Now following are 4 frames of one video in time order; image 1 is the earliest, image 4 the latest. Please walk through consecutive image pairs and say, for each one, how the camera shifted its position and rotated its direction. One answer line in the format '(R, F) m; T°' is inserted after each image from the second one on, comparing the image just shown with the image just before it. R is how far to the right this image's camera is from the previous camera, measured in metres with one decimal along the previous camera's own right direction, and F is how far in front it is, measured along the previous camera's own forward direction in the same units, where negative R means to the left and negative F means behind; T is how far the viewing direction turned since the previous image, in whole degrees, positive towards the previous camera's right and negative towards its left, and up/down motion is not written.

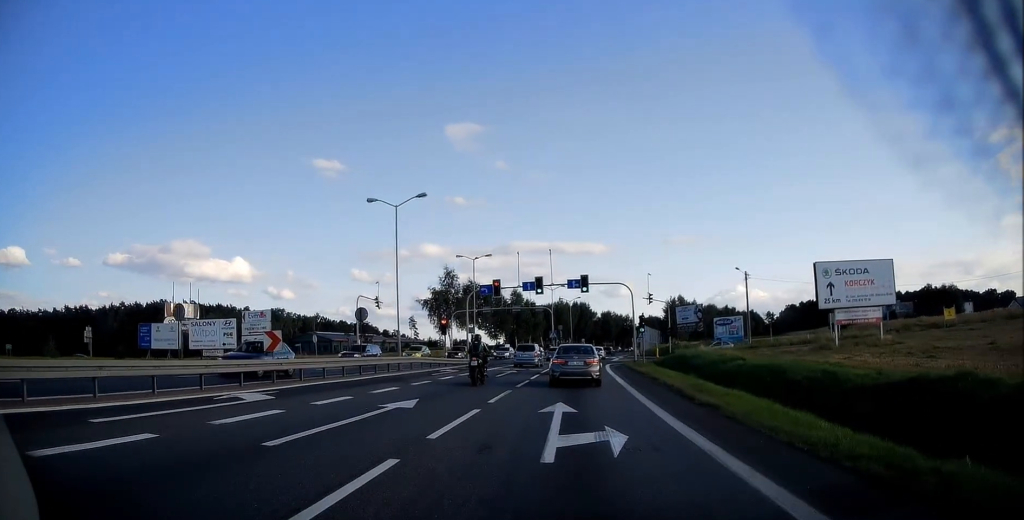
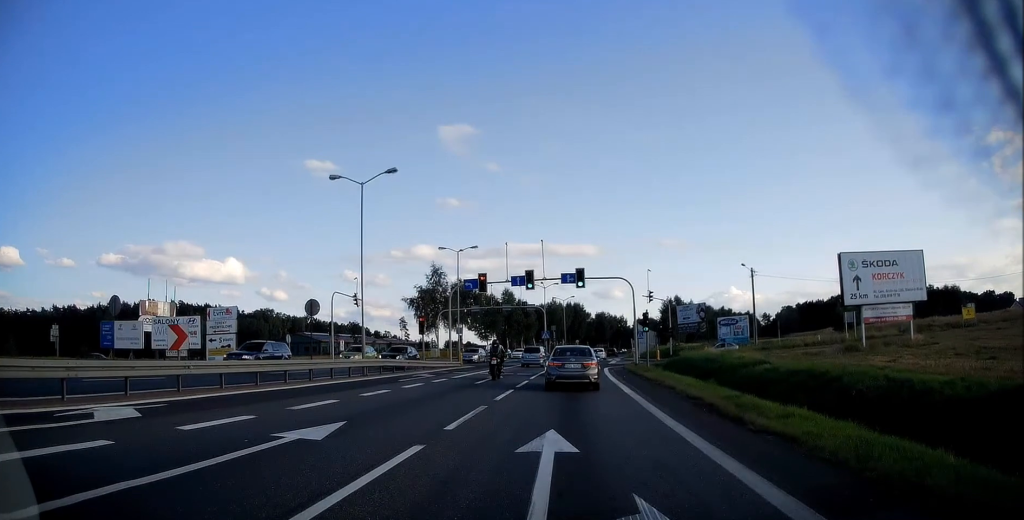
(+0.1, +4.6) m; 0°
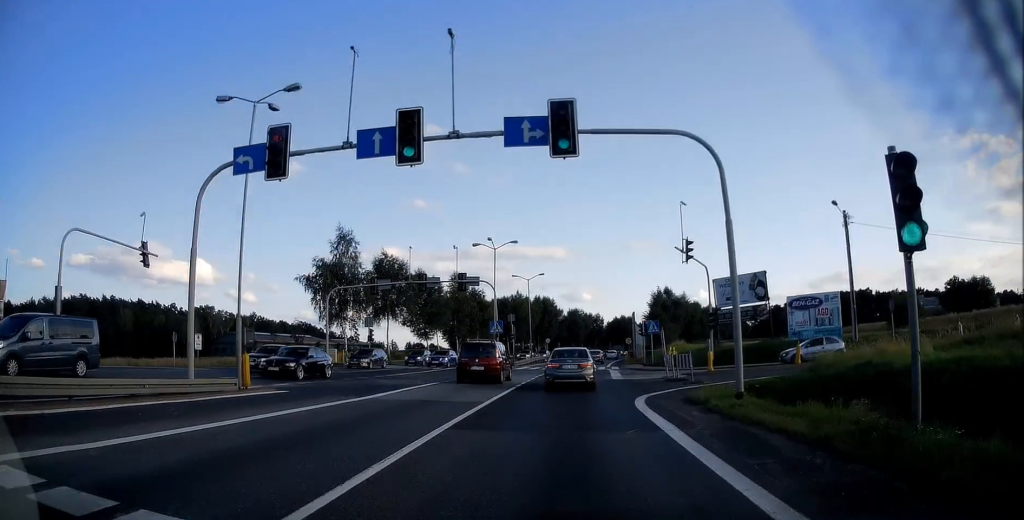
(-0.1, +28.0) m; +1°
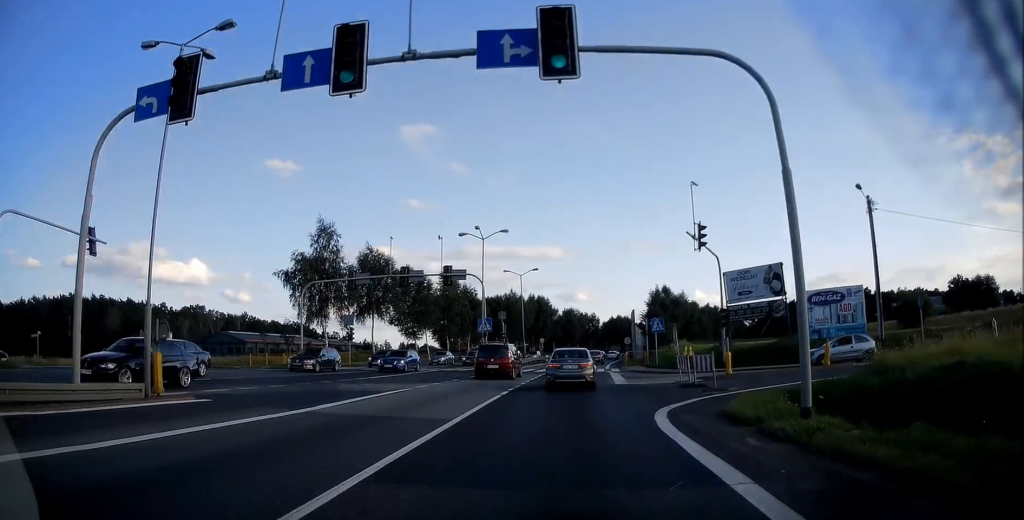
(0.0, +4.0) m; 0°
